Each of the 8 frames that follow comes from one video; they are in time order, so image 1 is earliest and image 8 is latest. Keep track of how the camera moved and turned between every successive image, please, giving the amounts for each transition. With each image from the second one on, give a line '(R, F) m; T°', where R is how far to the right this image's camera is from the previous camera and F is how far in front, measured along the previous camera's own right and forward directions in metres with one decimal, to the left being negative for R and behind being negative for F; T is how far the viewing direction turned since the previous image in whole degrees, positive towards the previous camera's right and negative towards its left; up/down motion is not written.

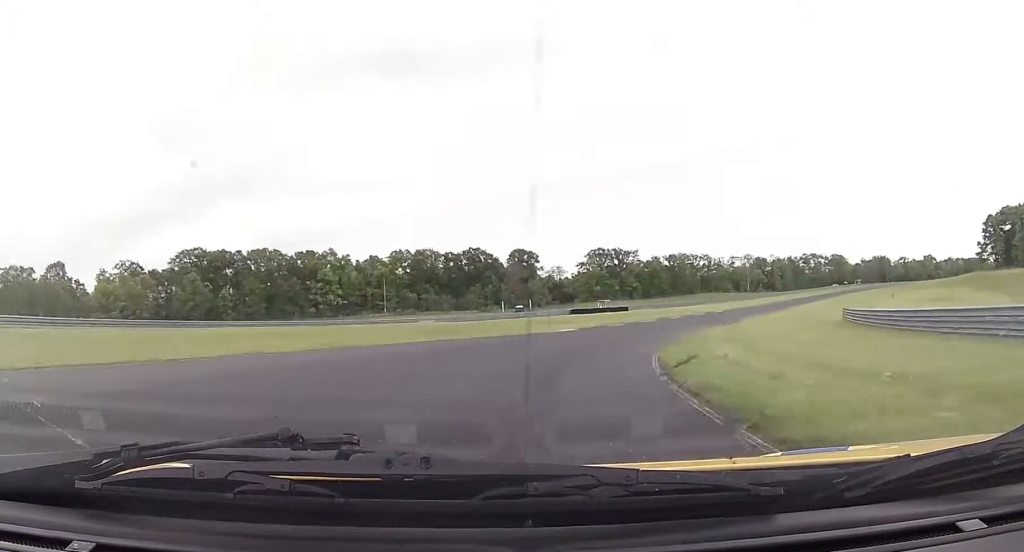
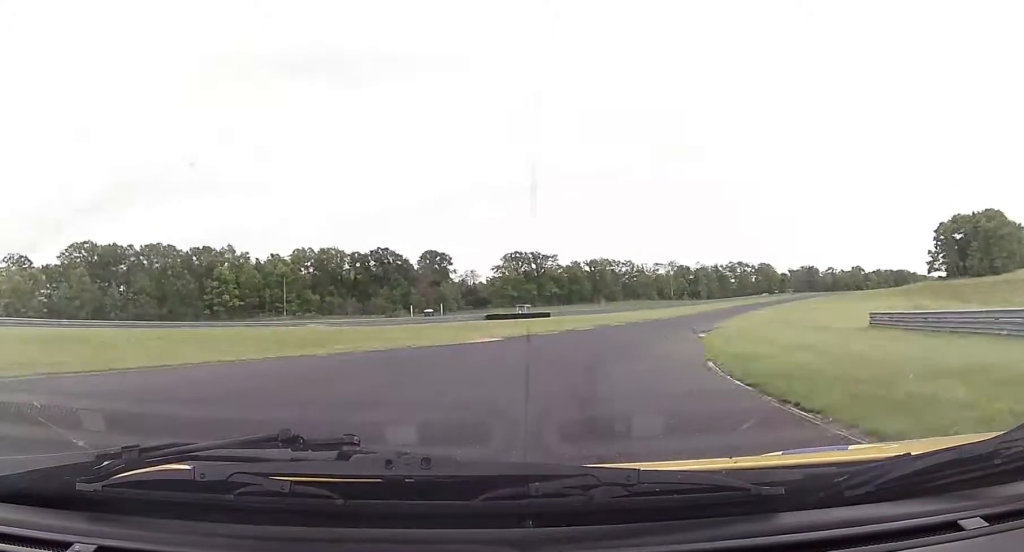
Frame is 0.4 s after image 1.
(+1.6, +15.4) m; +6°
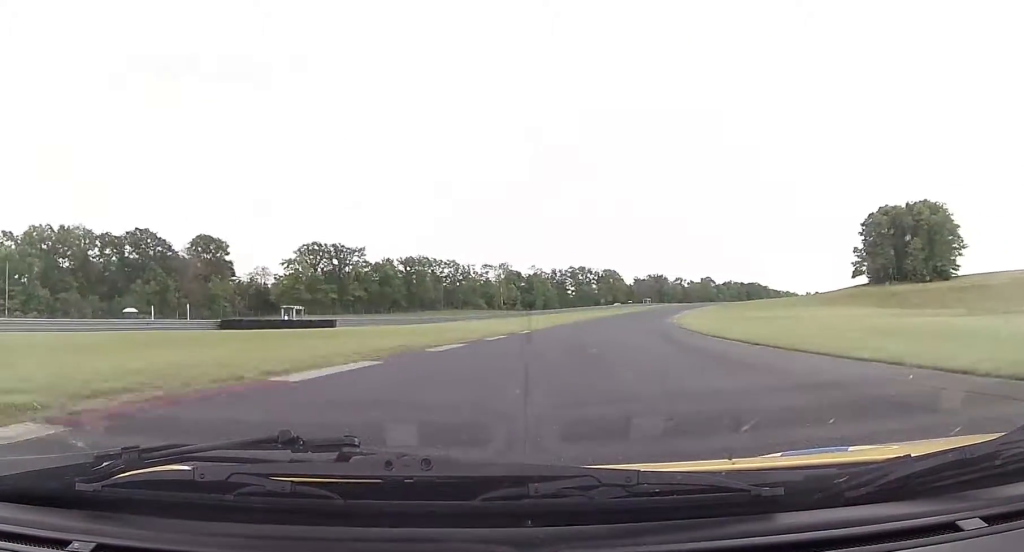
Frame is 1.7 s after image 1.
(+7.9, +47.2) m; +16°
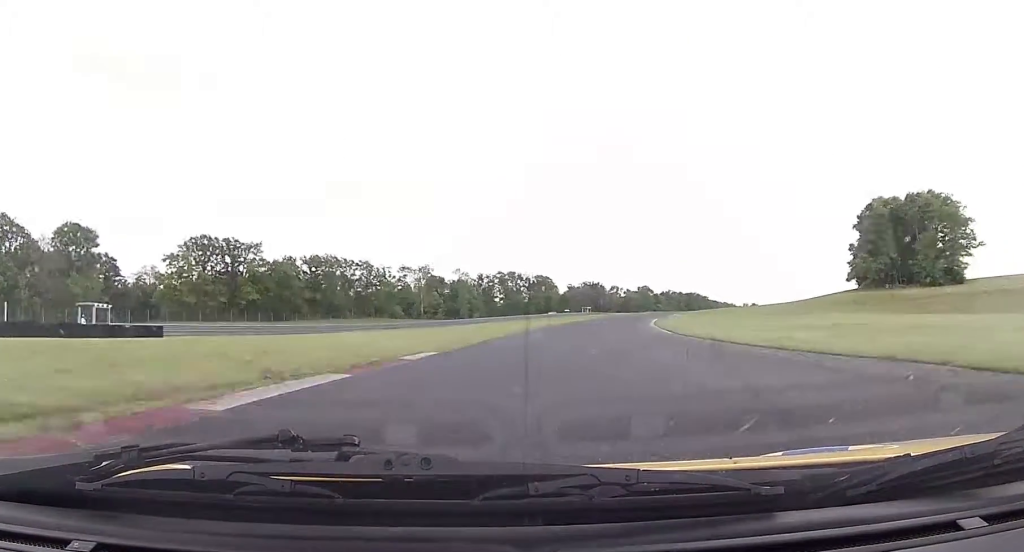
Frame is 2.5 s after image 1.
(+1.8, +28.2) m; +6°
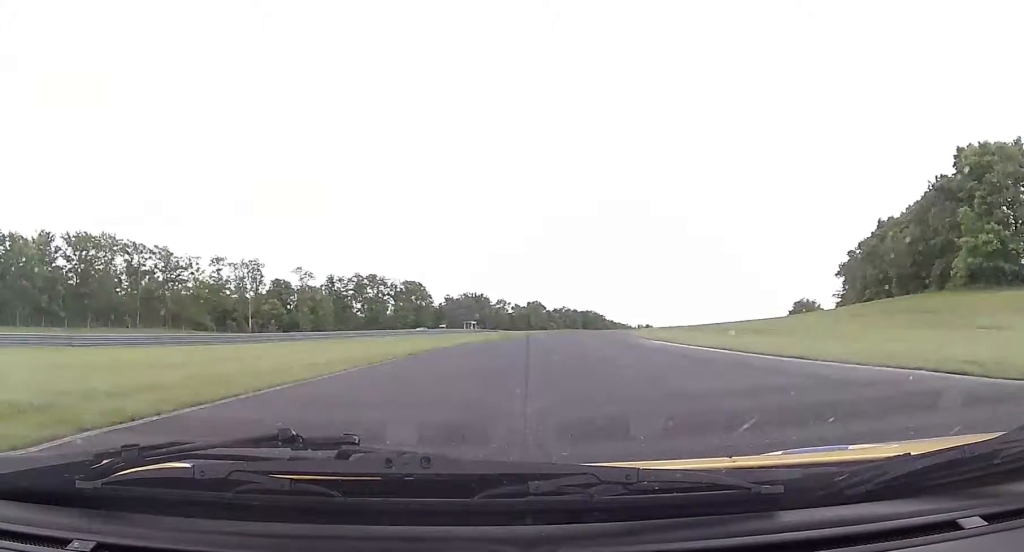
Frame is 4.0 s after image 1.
(+5.0, +60.0) m; +10°
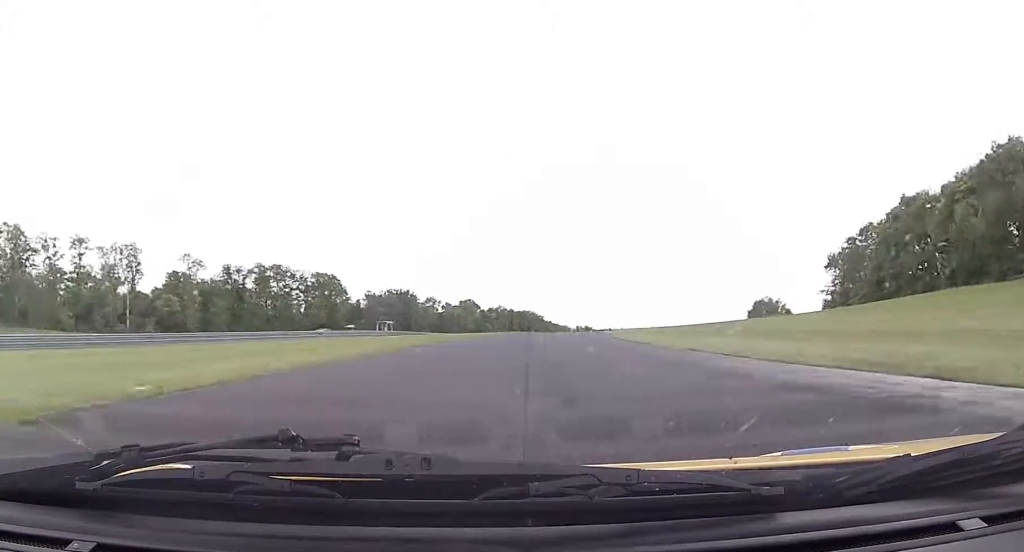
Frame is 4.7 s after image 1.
(+1.8, +30.5) m; +5°
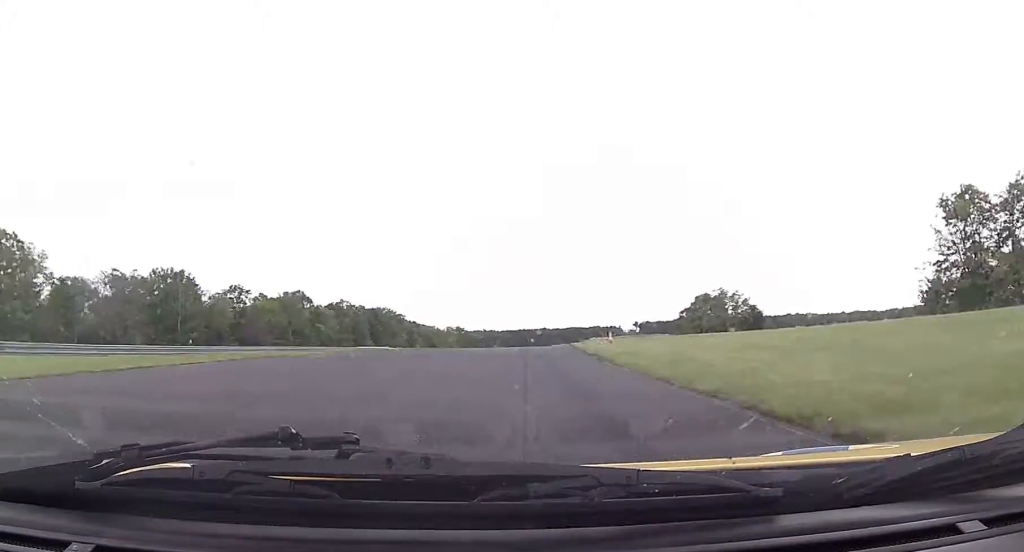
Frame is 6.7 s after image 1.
(+8.5, +86.2) m; +10°
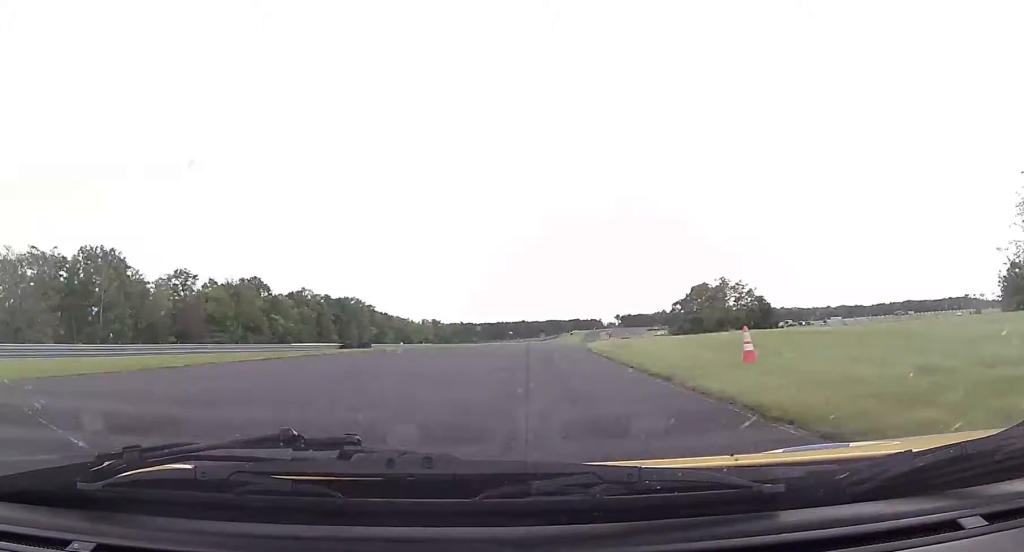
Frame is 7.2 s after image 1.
(+0.1, +20.9) m; +2°
